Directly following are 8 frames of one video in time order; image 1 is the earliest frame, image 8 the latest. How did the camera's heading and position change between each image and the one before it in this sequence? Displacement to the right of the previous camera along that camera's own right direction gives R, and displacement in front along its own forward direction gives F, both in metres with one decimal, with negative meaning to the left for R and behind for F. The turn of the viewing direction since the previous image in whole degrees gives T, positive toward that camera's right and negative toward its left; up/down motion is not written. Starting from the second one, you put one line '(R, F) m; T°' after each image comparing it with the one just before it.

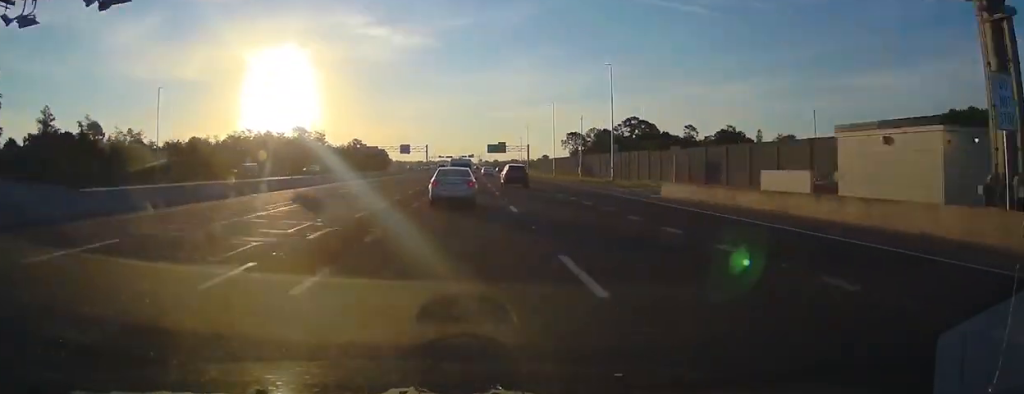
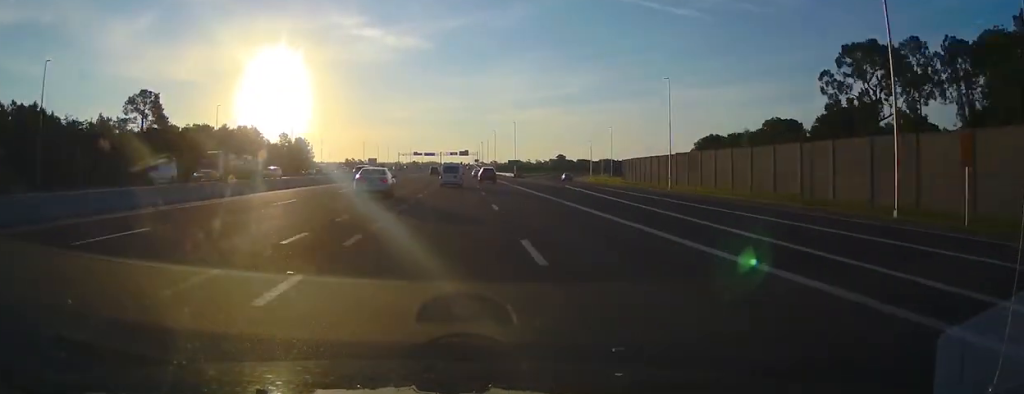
(-1.0, +229.8) m; 0°
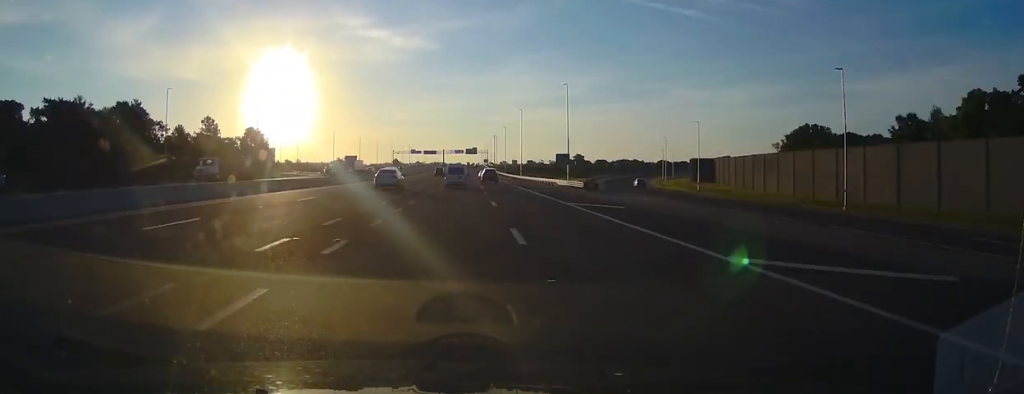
(+0.7, +71.7) m; 0°
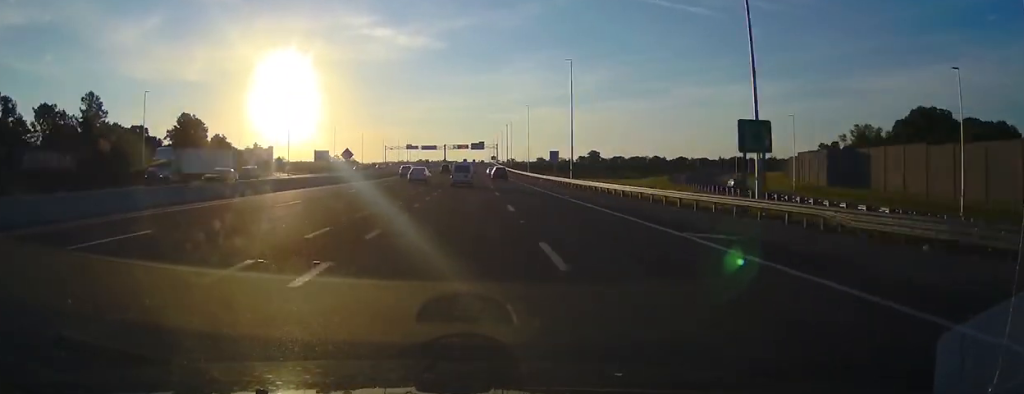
(-0.4, +52.5) m; 0°
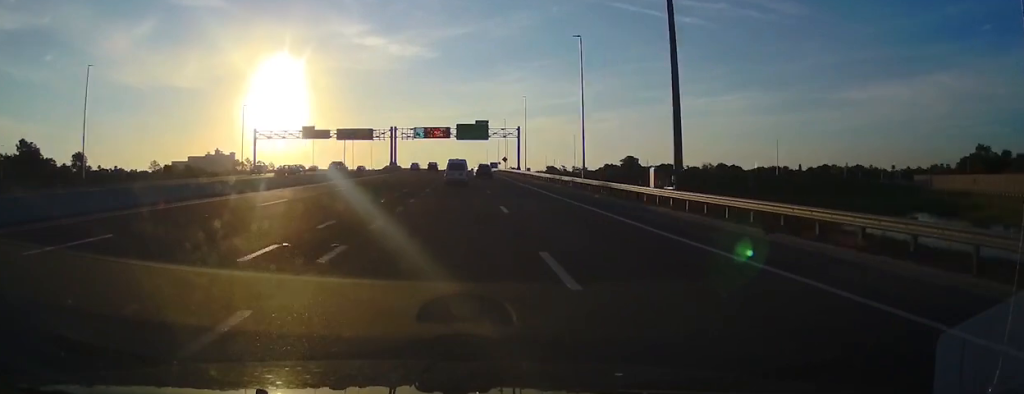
(+0.1, +170.2) m; 0°
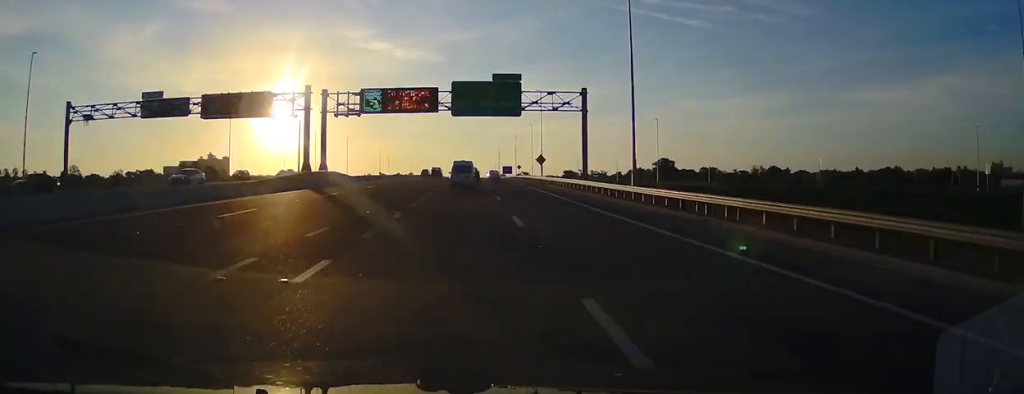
(0.0, +65.1) m; 0°
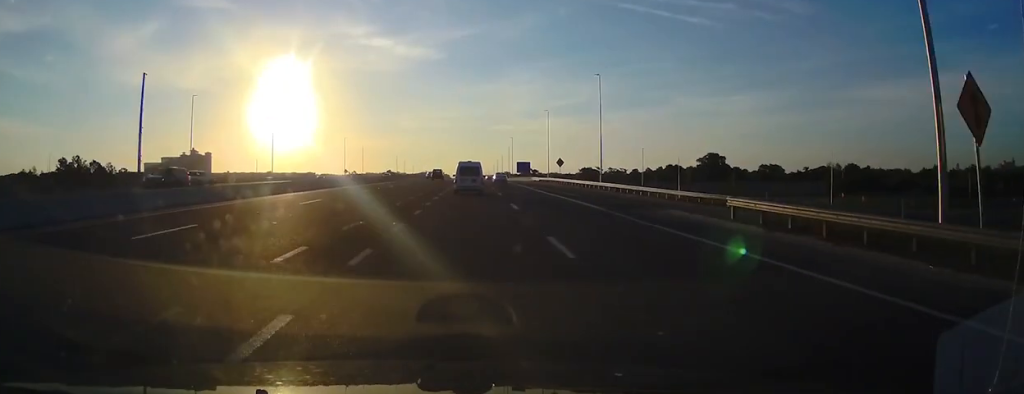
(-0.2, +77.5) m; 0°
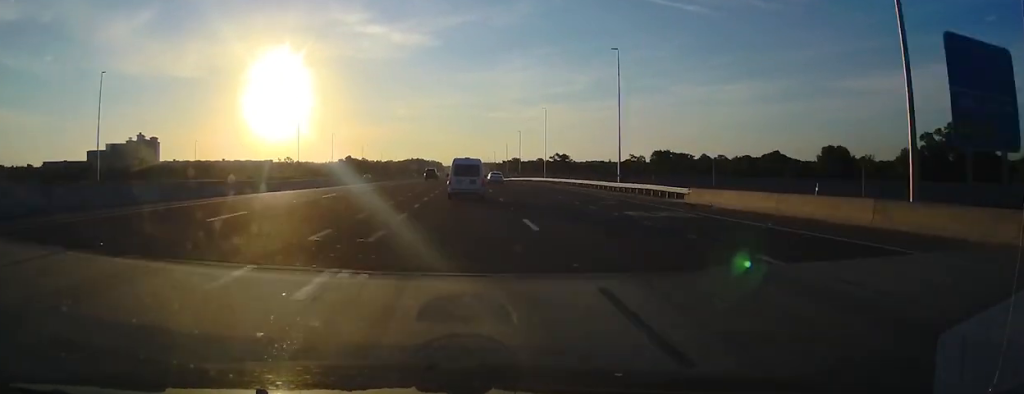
(-0.2, +173.1) m; 0°
